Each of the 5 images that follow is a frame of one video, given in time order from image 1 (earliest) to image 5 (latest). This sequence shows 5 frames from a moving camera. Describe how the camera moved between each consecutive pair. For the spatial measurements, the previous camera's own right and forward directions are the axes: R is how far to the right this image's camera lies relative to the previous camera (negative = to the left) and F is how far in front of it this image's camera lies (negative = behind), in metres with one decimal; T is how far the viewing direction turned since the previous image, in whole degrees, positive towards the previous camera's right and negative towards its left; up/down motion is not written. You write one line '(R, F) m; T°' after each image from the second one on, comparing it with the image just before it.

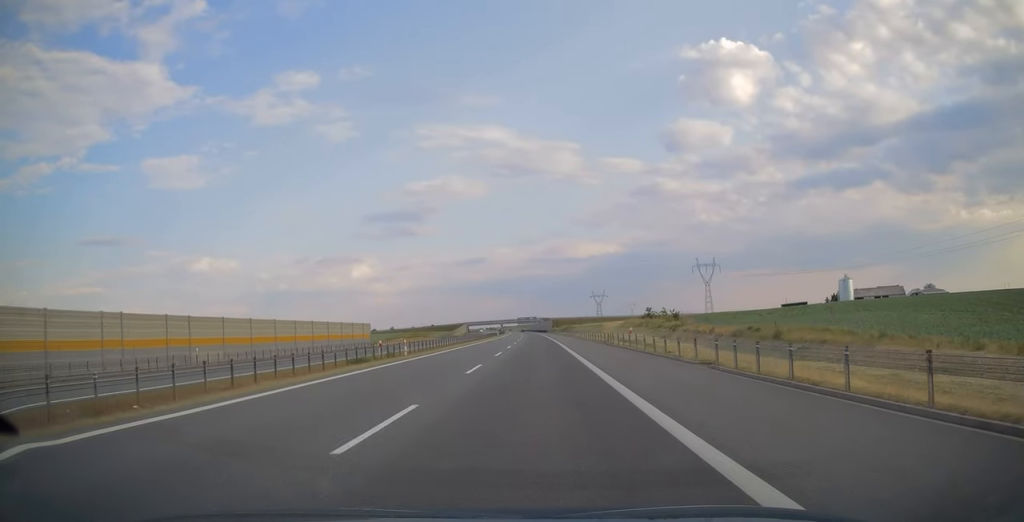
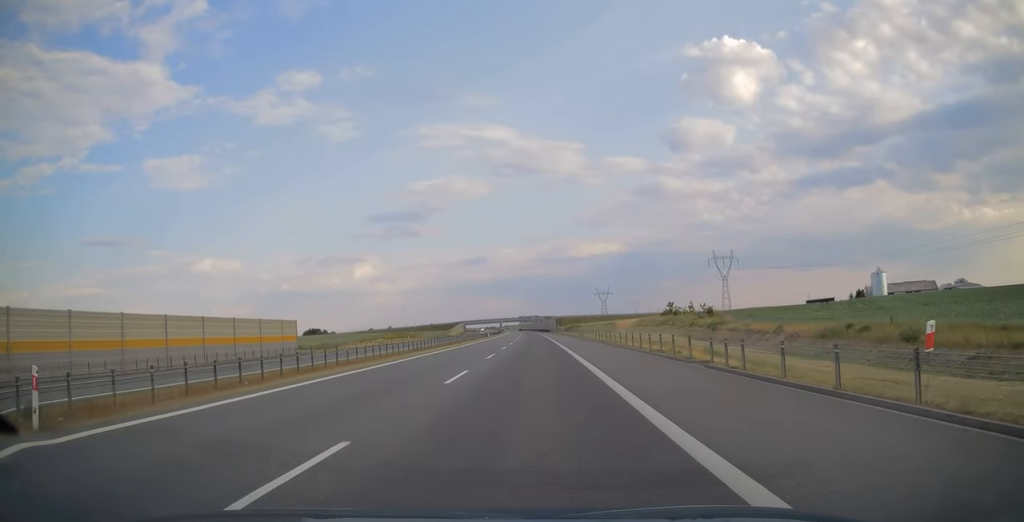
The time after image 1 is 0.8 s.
(-0.1, +27.9) m; 0°
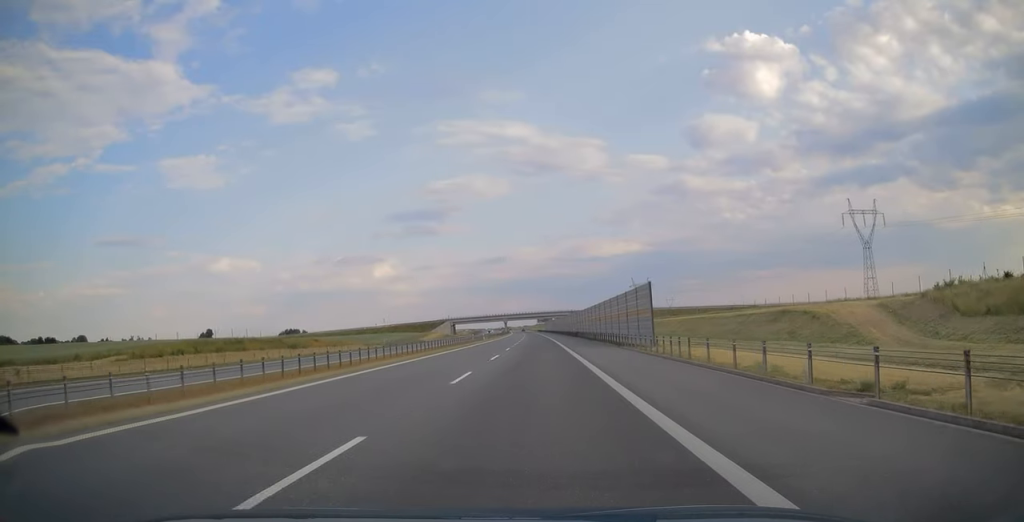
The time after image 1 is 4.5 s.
(-1.6, +120.4) m; -2°
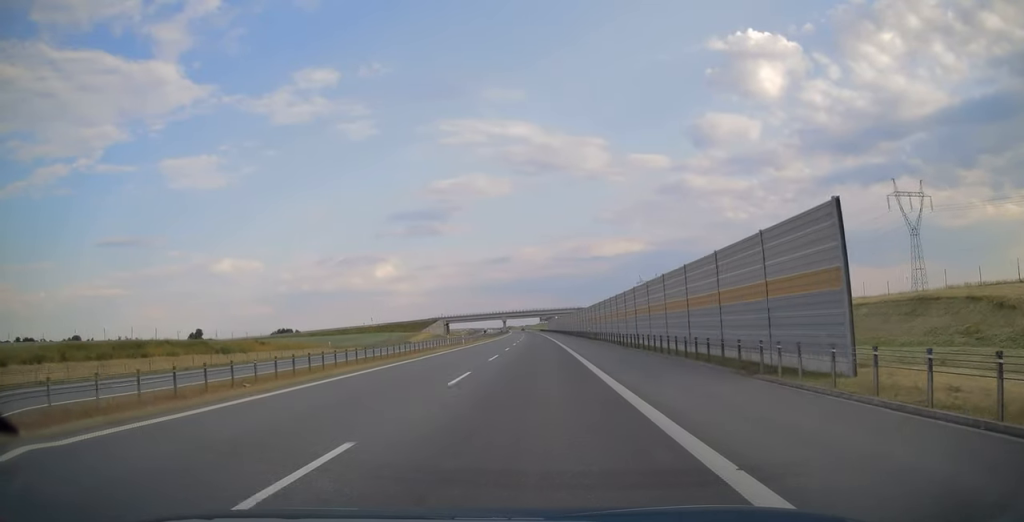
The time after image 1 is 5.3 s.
(0.0, +24.6) m; 0°
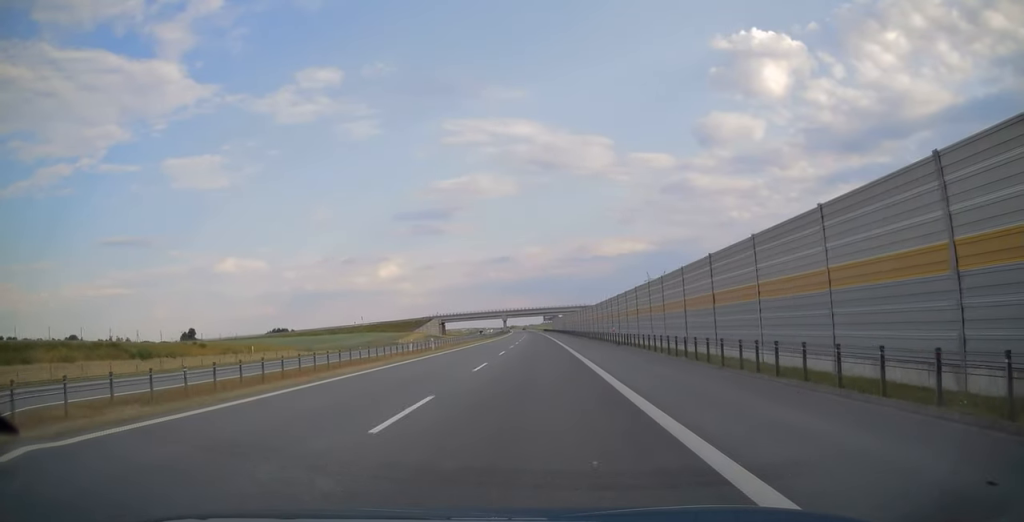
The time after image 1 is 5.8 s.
(-0.1, +19.1) m; 0°
